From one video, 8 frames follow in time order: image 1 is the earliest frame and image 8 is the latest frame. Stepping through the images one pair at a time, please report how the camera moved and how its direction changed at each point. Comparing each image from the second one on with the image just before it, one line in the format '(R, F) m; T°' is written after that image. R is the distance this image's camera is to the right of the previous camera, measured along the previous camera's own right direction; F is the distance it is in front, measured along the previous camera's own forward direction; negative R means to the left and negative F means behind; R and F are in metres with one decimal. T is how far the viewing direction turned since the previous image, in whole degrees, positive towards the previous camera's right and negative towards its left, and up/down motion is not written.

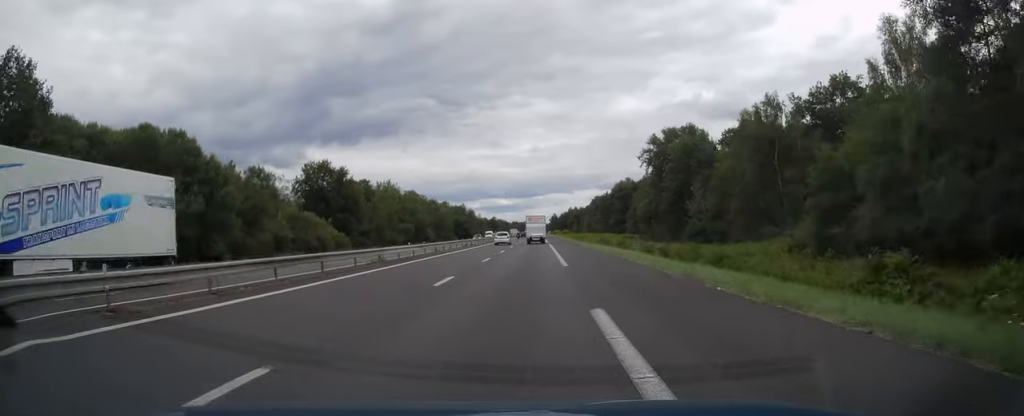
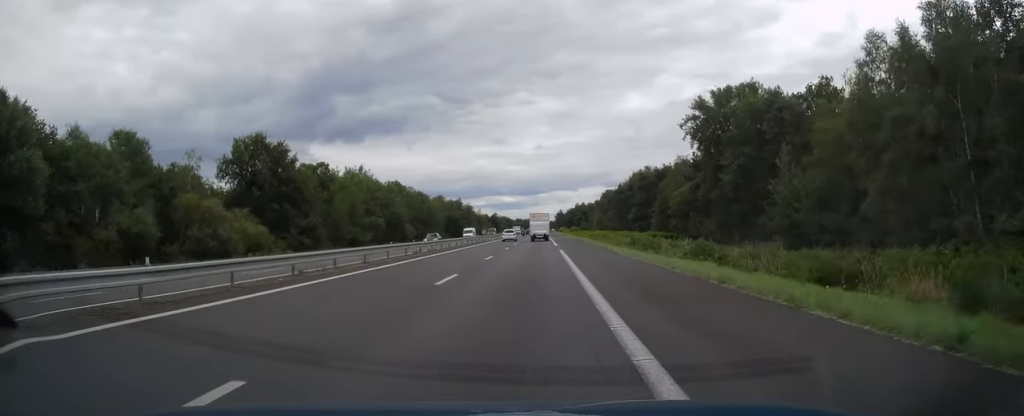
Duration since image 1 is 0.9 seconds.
(0.0, +27.1) m; 0°
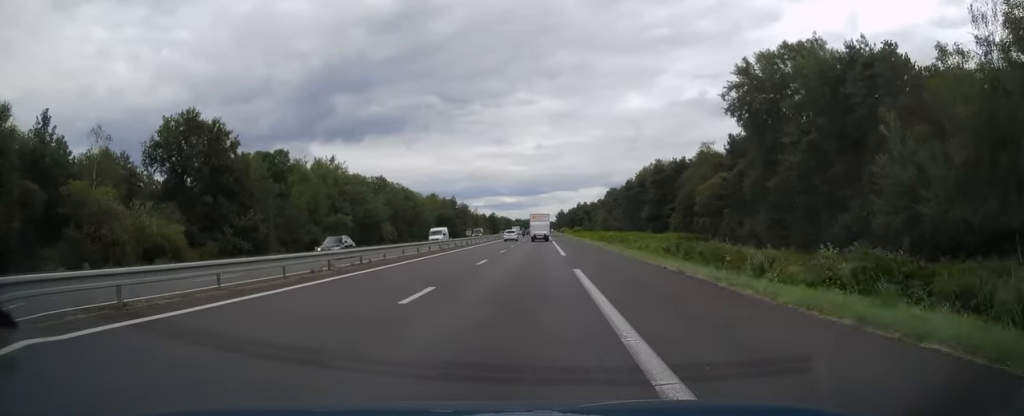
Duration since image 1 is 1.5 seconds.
(-0.1, +16.7) m; 0°
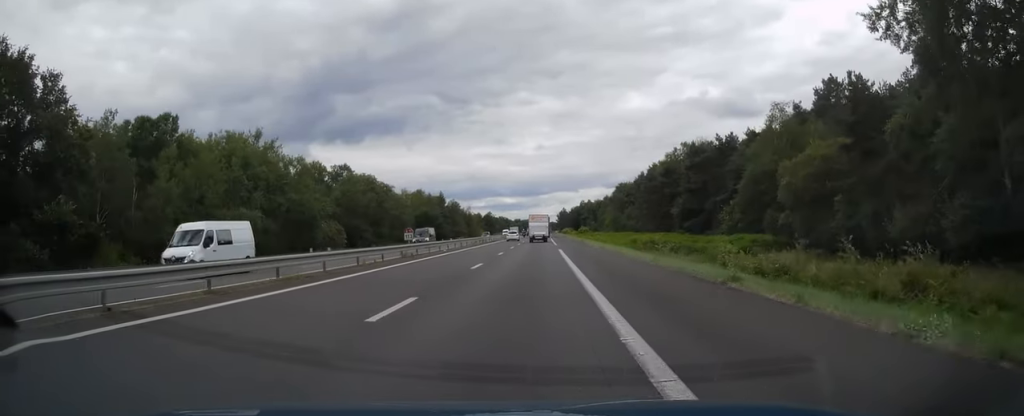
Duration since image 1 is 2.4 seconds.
(-0.1, +28.5) m; 0°
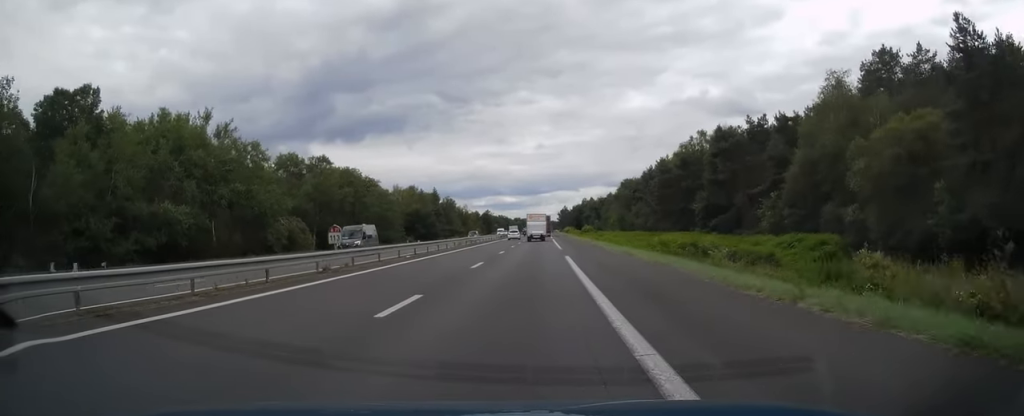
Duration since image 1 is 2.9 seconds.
(0.0, +12.8) m; 0°
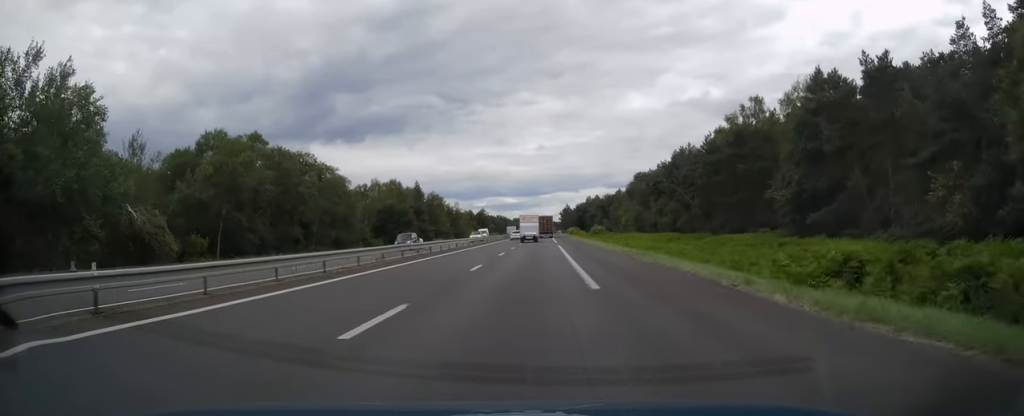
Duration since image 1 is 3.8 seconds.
(0.0, +27.6) m; 0°
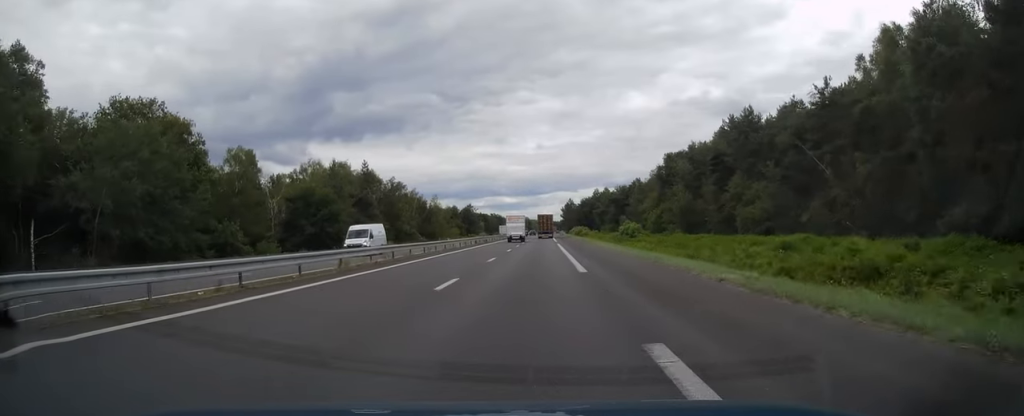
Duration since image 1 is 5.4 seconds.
(0.0, +46.3) m; 0°
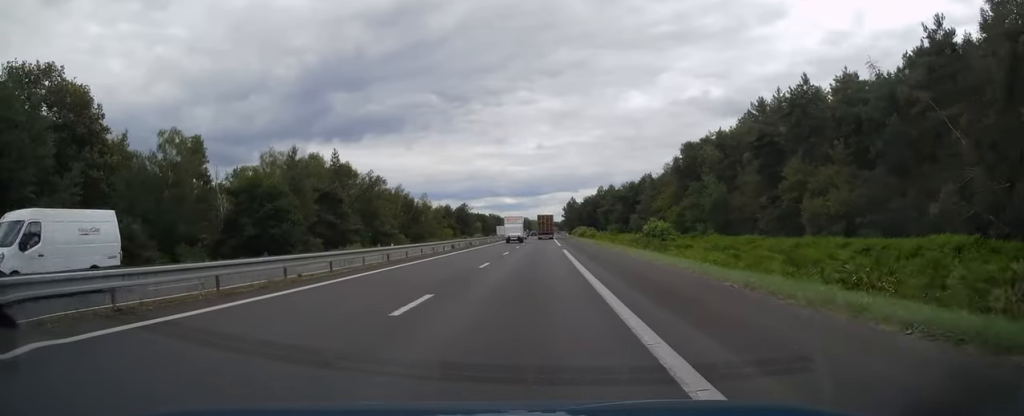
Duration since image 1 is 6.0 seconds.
(0.0, +17.2) m; 0°
